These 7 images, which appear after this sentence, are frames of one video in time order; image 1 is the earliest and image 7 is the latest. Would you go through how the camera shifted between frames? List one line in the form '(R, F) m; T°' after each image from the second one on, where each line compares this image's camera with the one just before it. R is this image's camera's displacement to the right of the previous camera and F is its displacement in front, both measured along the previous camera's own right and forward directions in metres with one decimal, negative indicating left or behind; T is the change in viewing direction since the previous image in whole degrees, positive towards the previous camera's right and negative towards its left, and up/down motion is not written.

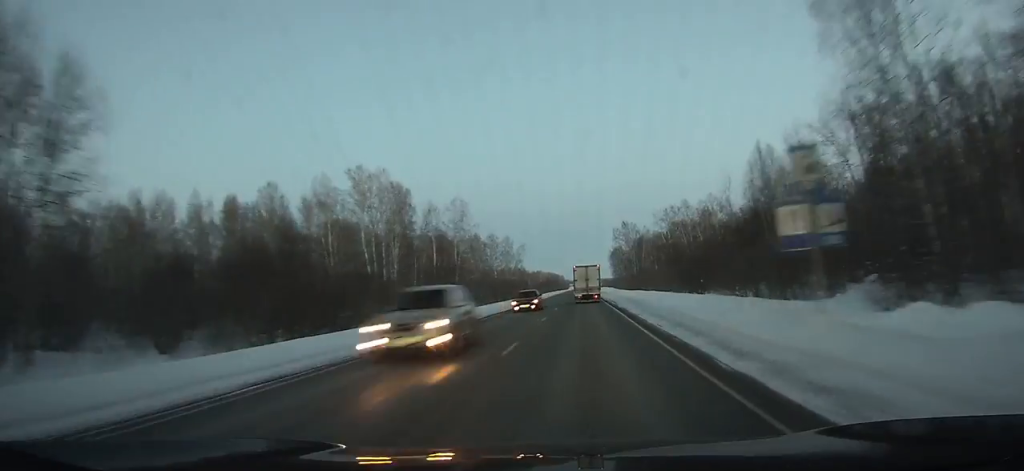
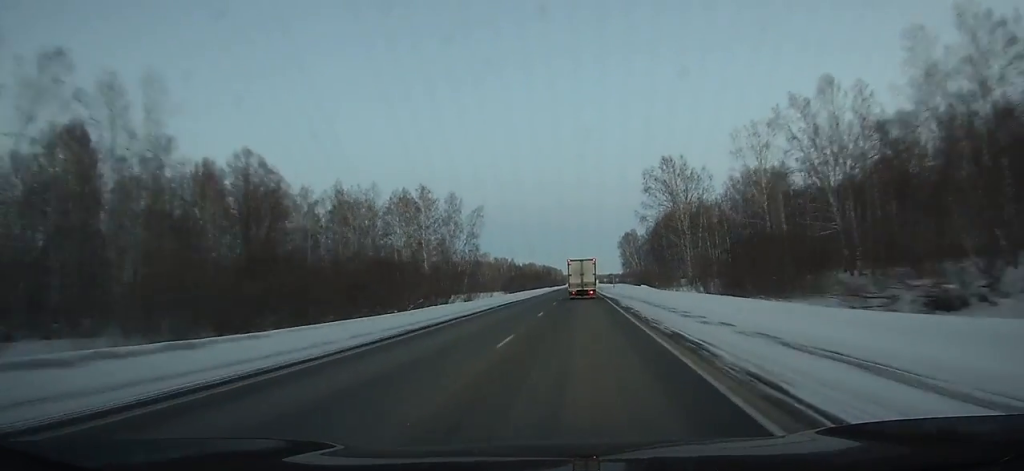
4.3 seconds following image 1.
(-0.1, +96.3) m; 0°
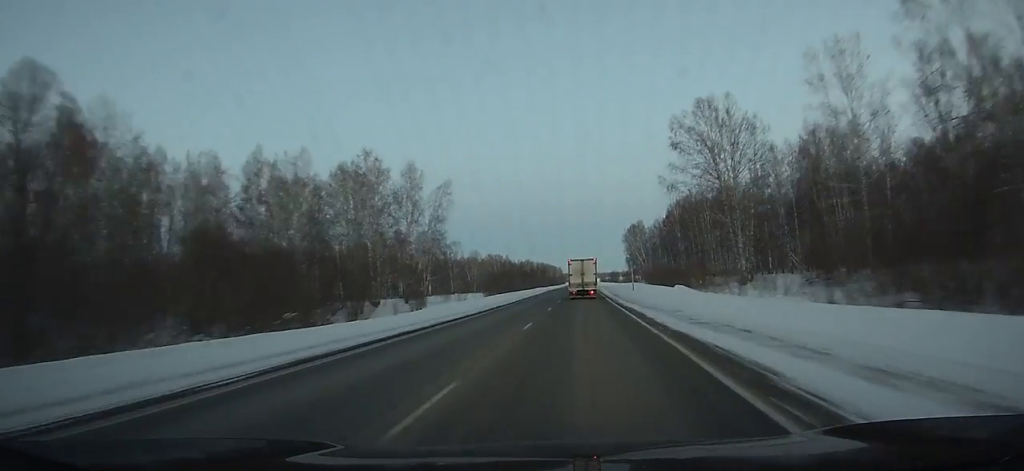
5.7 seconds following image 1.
(-0.1, +30.7) m; 0°
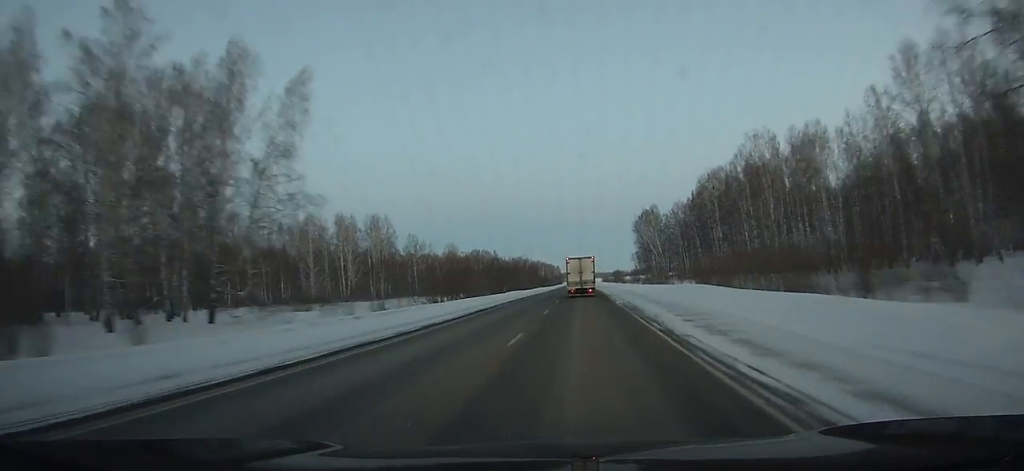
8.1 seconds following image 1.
(-0.2, +52.5) m; 0°
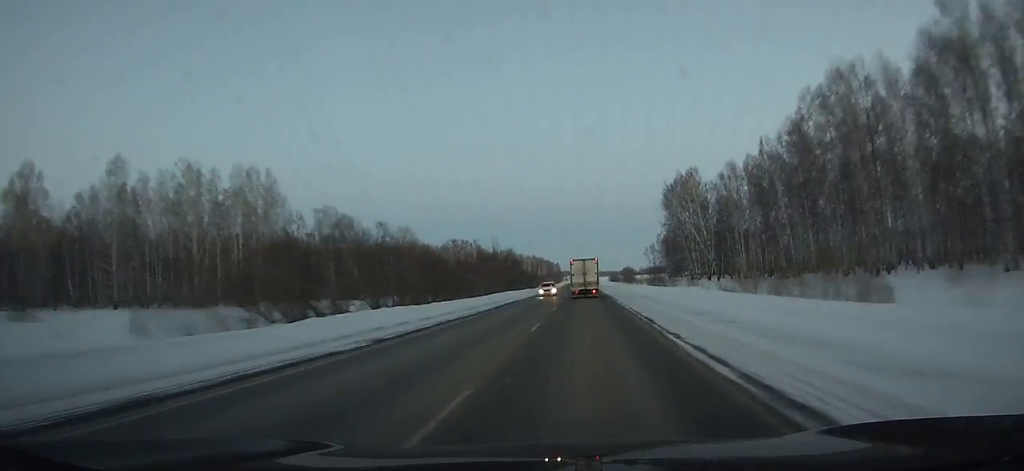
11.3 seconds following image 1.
(-0.1, +69.9) m; 0°
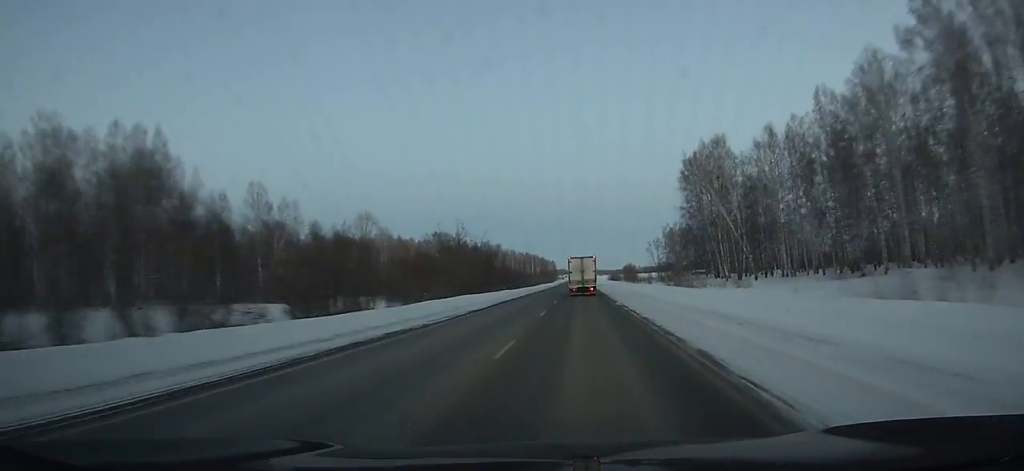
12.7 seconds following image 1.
(-0.1, +30.9) m; 0°
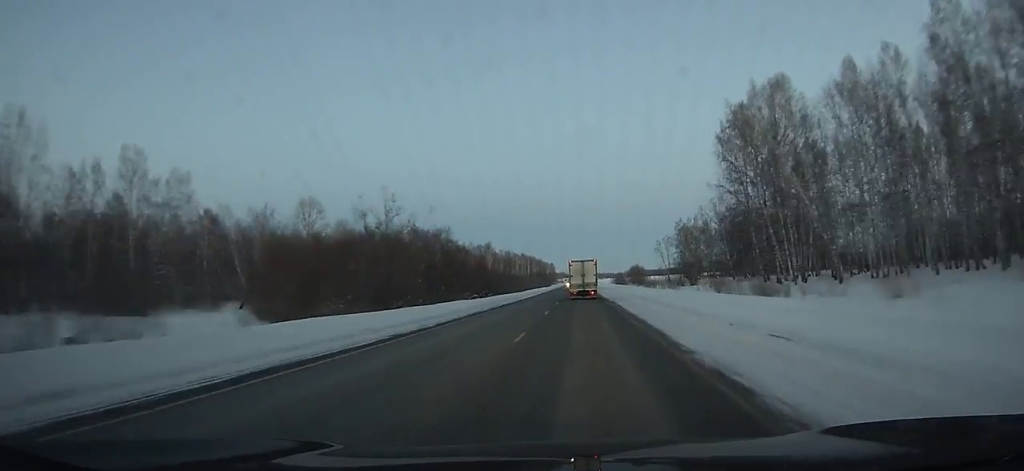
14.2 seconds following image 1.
(0.0, +33.3) m; 0°
